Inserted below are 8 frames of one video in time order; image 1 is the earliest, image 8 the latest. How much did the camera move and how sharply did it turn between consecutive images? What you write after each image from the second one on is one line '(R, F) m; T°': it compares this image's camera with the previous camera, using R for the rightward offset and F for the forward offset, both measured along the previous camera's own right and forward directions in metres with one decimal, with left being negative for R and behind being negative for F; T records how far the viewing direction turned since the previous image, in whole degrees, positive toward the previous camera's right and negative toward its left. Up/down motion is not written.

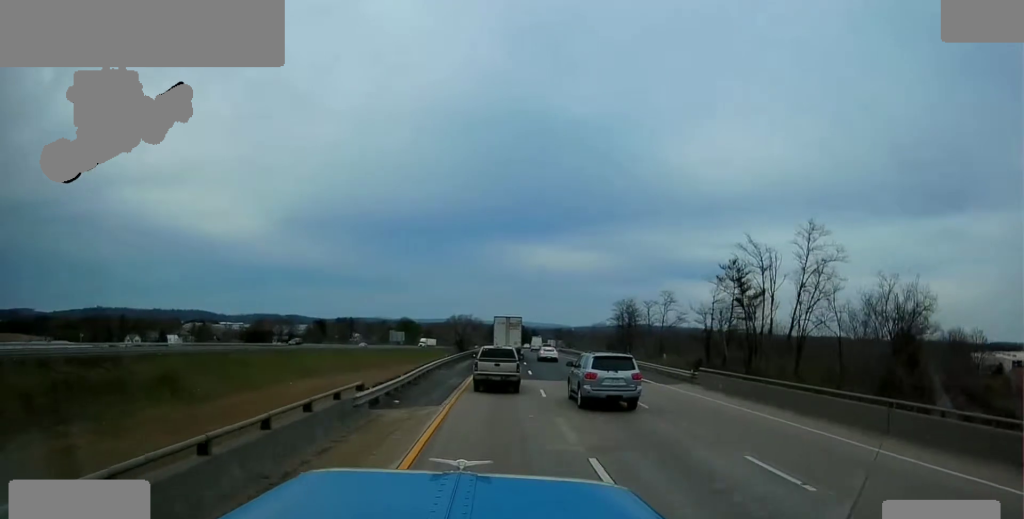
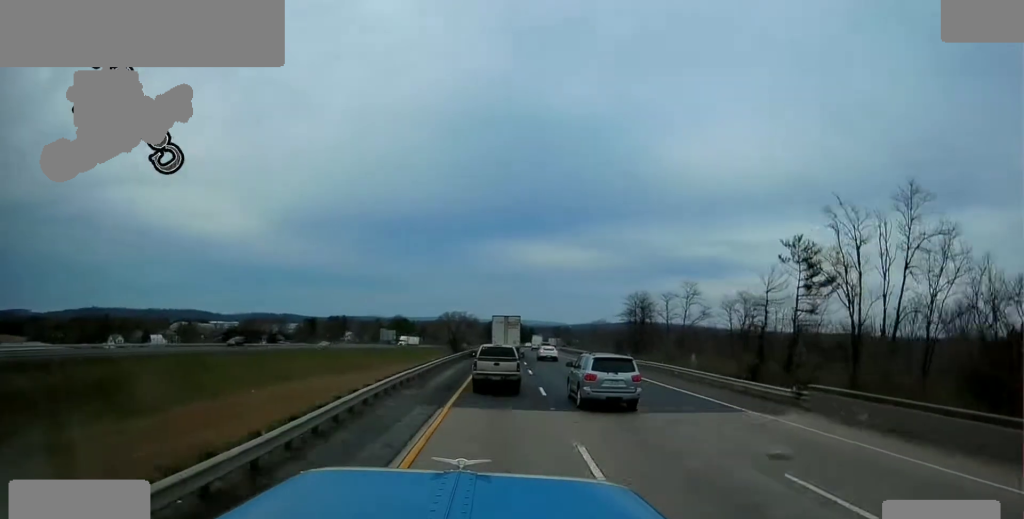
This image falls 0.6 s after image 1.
(+0.1, +14.6) m; 0°
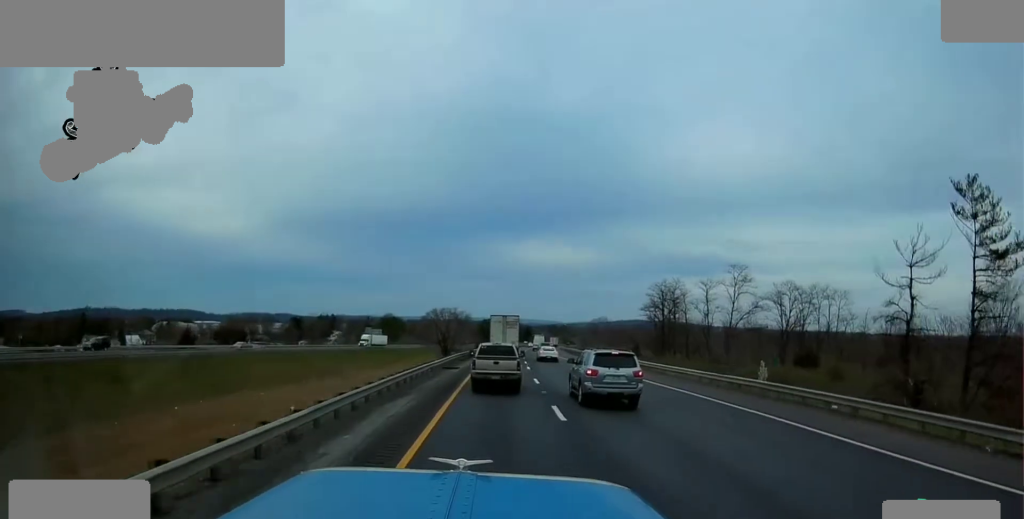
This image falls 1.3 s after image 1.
(0.0, +19.5) m; 0°
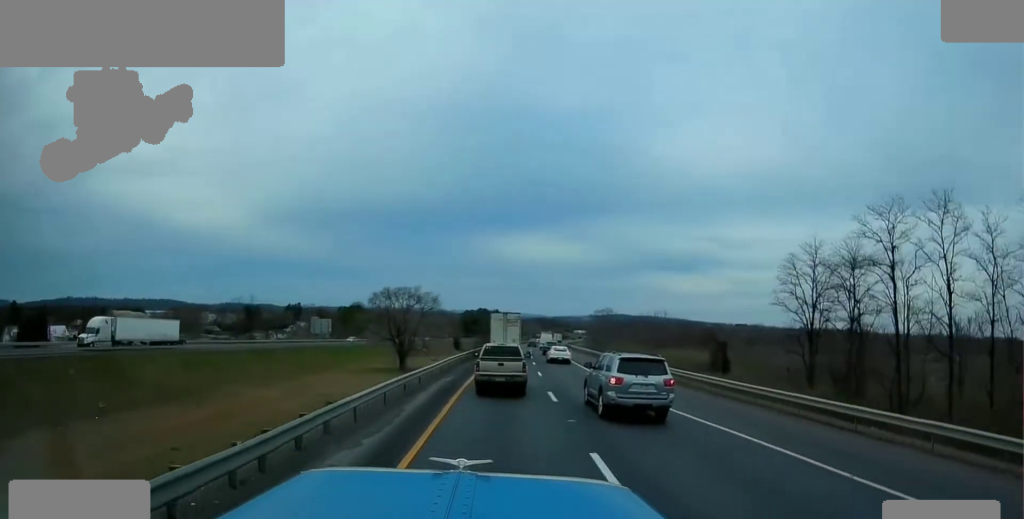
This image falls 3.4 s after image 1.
(+0.8, +51.4) m; +2°
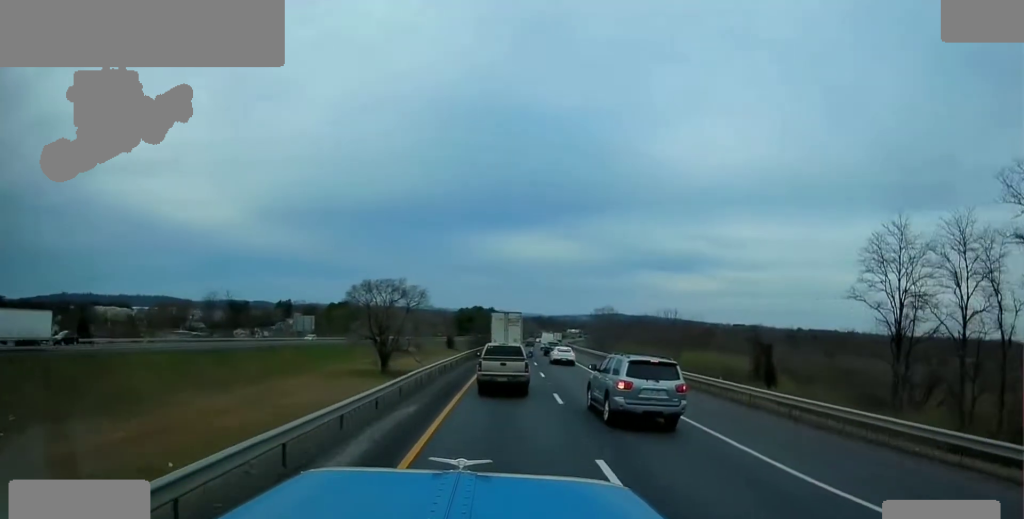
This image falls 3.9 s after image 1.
(0.0, +13.6) m; +1°
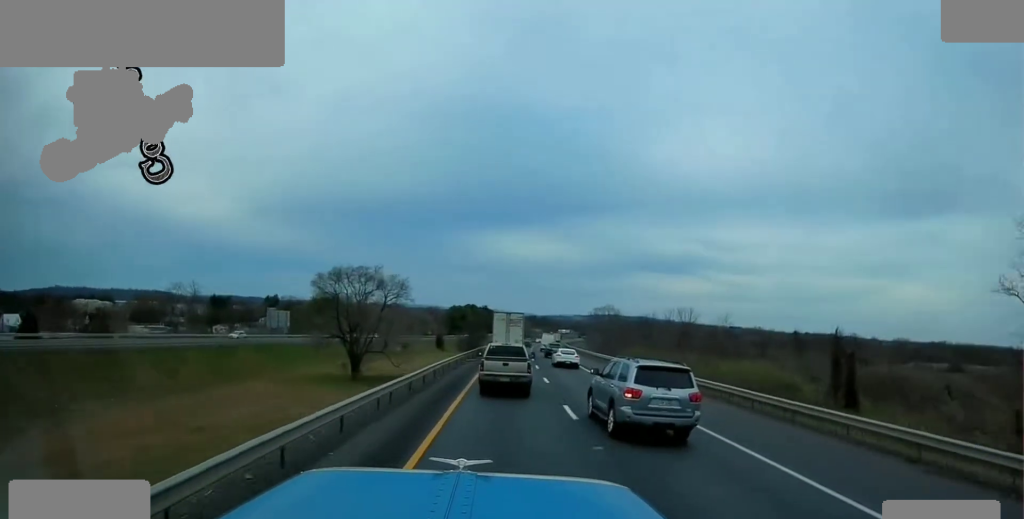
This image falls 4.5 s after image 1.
(-0.1, +15.3) m; +1°
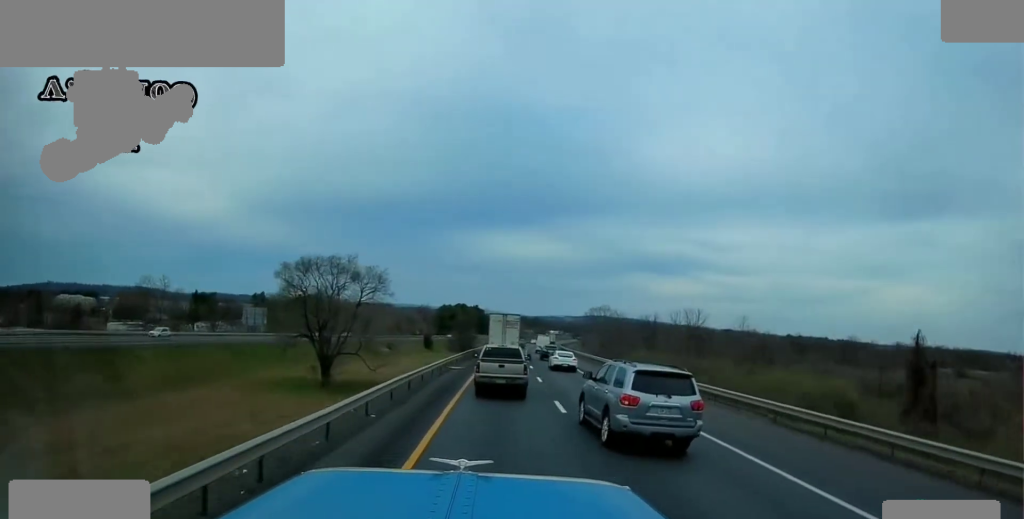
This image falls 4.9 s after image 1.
(+0.2, +10.3) m; 0°
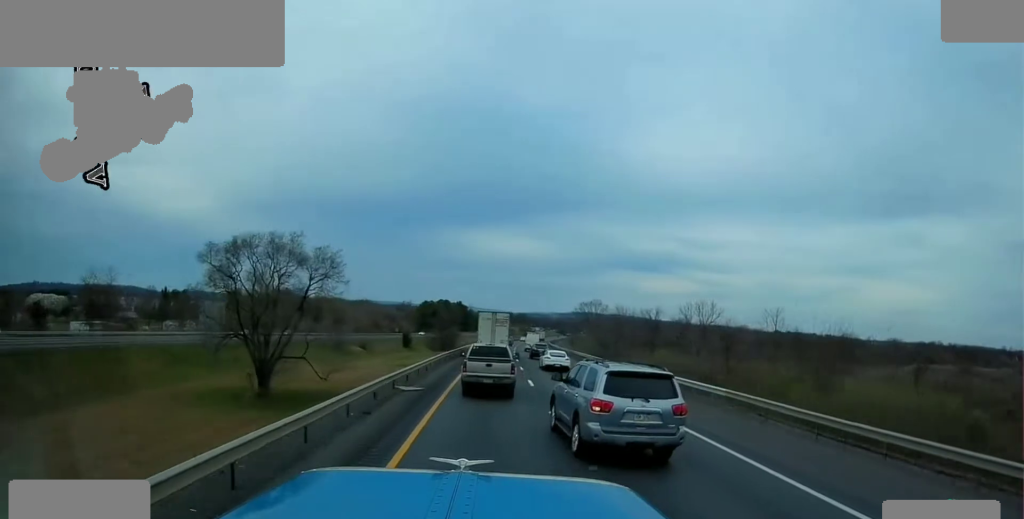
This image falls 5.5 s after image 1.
(+0.2, +14.5) m; 0°
